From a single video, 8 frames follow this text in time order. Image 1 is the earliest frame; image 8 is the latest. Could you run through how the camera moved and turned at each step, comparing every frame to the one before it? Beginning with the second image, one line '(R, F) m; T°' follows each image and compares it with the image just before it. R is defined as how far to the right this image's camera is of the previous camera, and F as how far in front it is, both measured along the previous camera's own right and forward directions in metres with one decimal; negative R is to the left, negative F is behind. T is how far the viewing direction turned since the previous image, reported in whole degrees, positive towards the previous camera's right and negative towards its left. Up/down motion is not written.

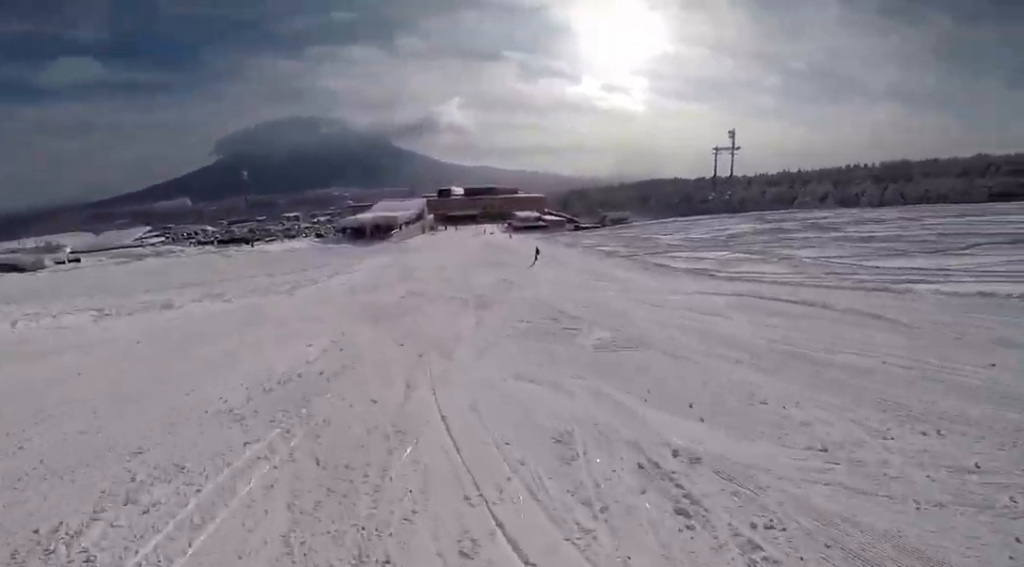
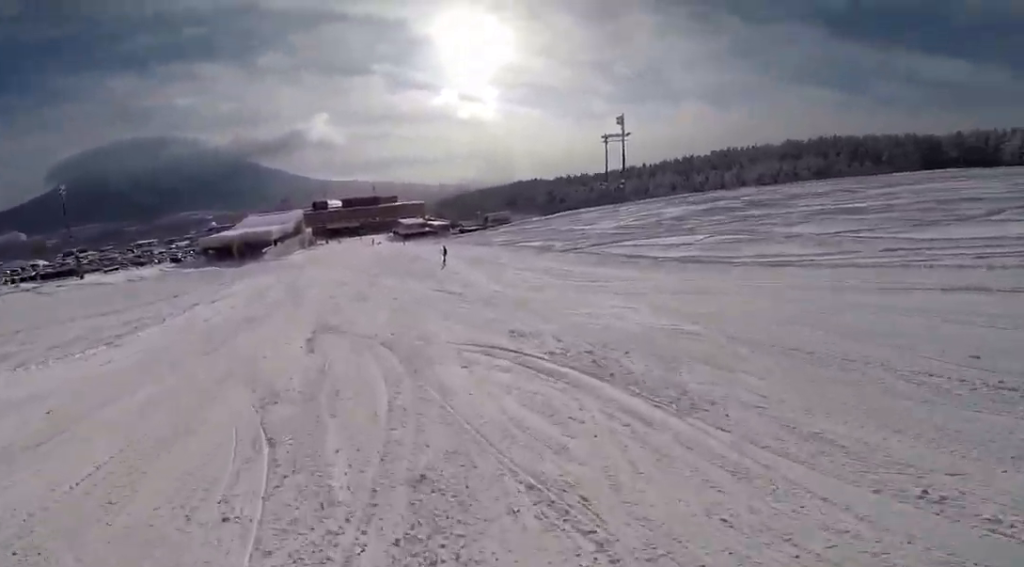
(+1.5, +10.1) m; +15°
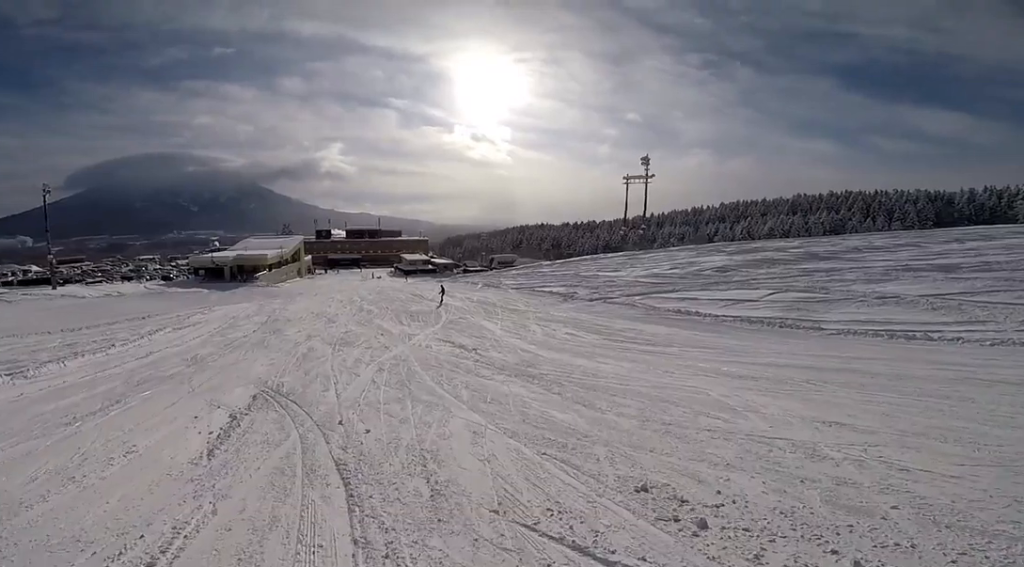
(+0.5, +5.1) m; -7°
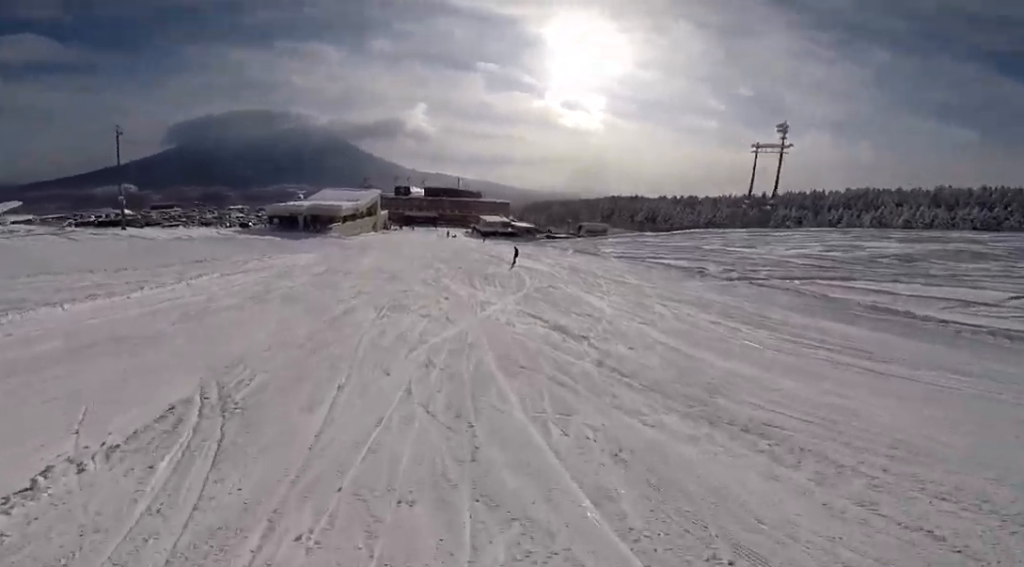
(-0.2, +5.1) m; -7°
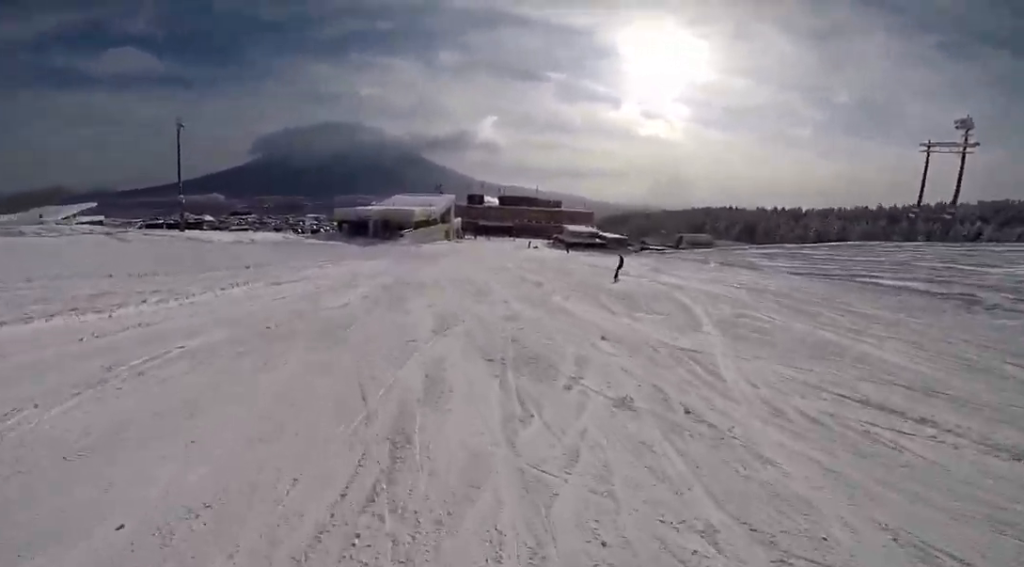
(-1.4, +7.9) m; -3°
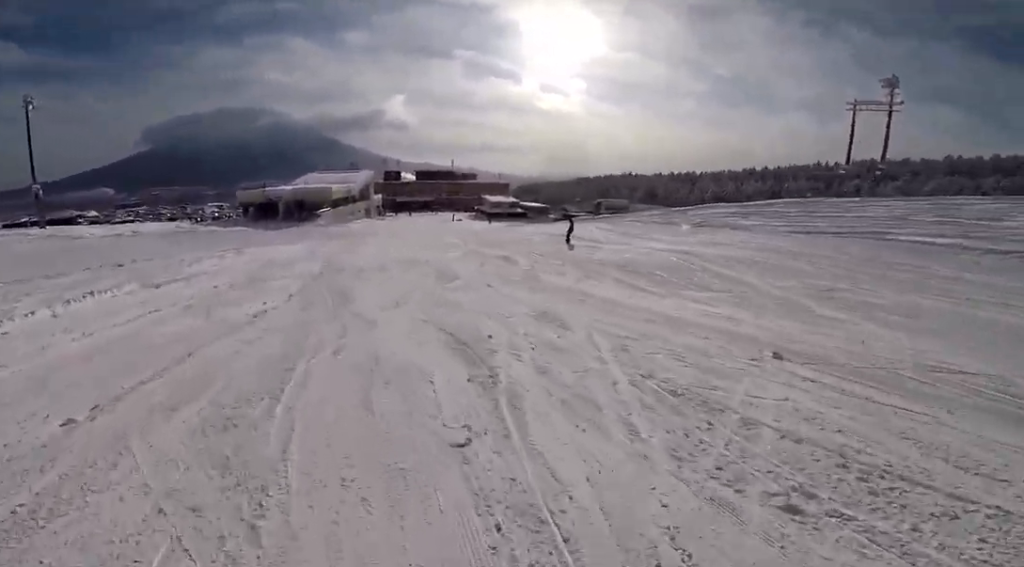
(+0.5, +6.0) m; +9°
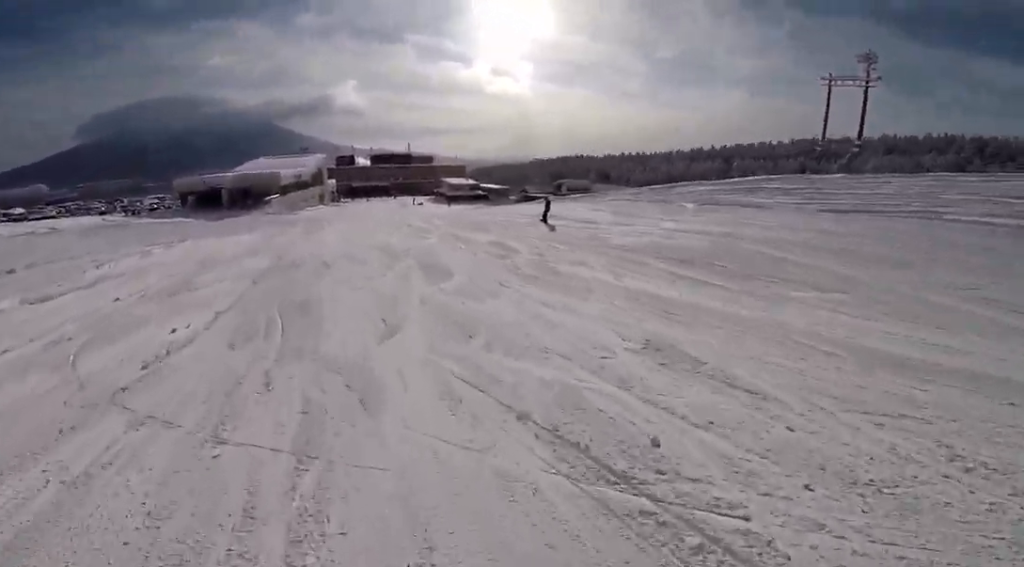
(+0.3, +4.6) m; +2°
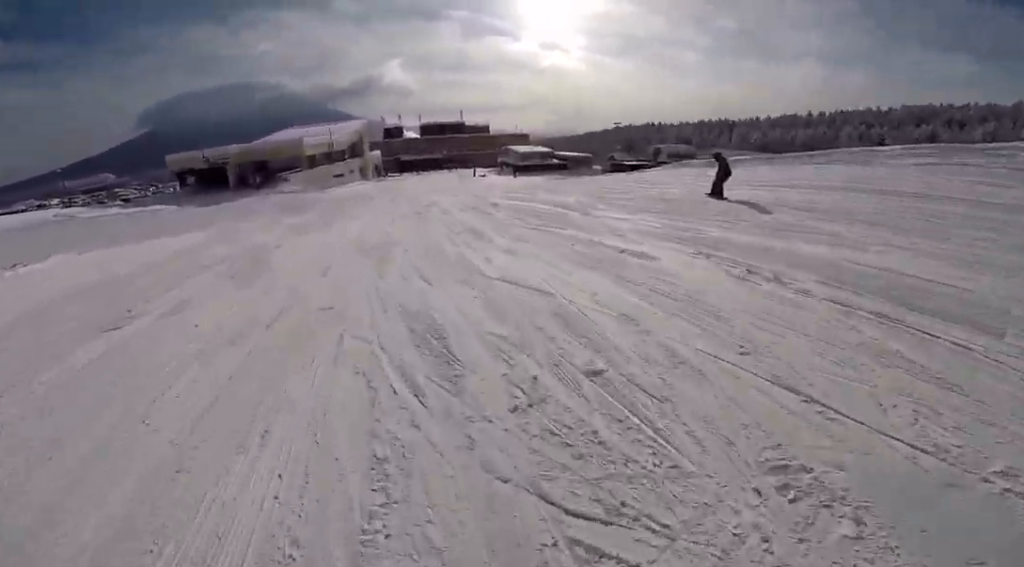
(+0.5, +17.3) m; 0°
